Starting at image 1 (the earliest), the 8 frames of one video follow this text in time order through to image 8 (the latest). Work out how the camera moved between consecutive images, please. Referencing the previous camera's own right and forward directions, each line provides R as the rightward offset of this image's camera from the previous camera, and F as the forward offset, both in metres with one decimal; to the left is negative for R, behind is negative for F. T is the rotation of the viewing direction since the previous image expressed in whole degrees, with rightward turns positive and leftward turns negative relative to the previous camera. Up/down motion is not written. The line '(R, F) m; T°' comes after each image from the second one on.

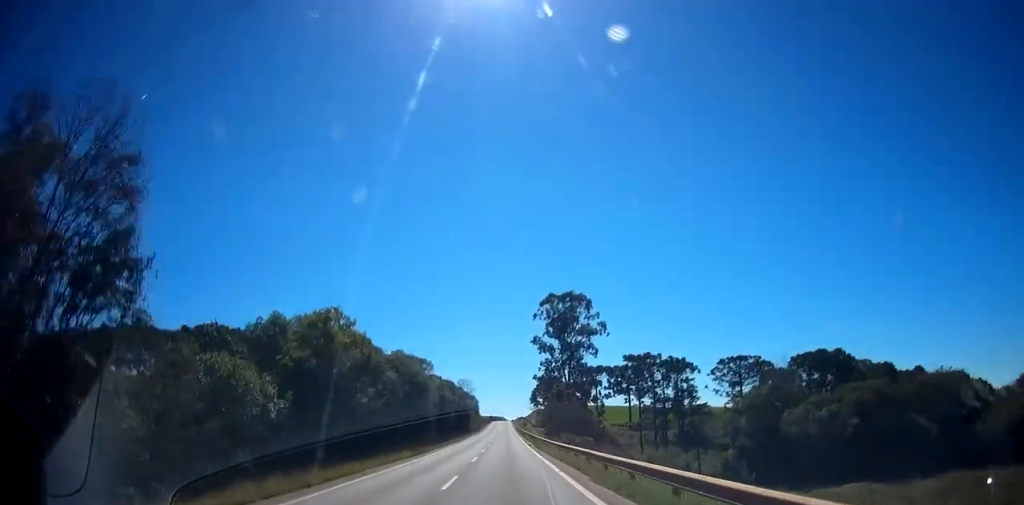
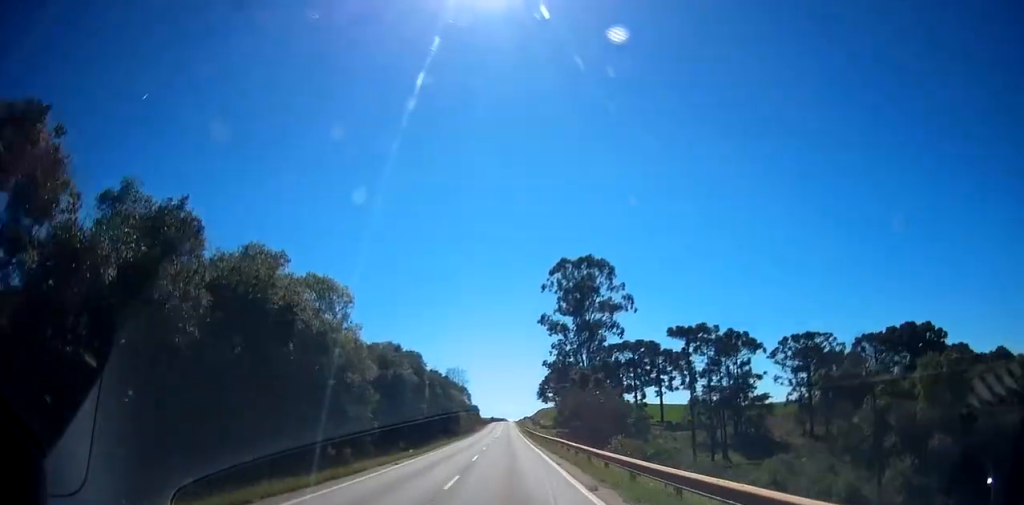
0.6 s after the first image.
(0.0, +35.8) m; 0°
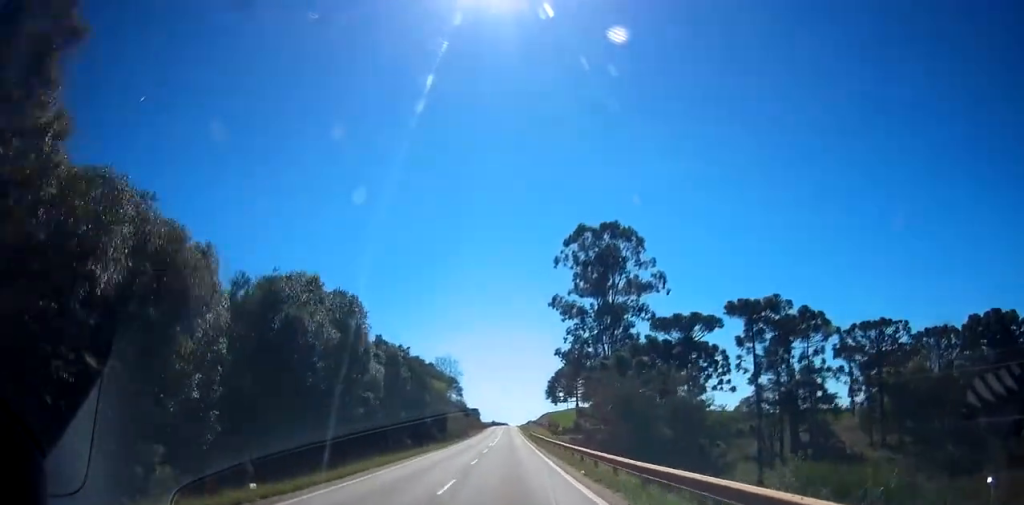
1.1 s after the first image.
(0.0, +25.2) m; 0°
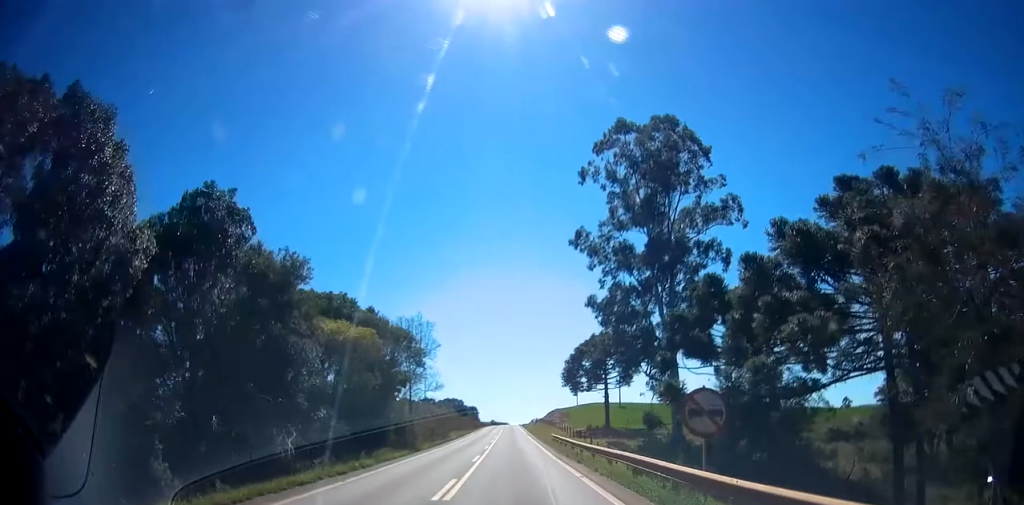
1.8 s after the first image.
(0.0, +37.5) m; 0°
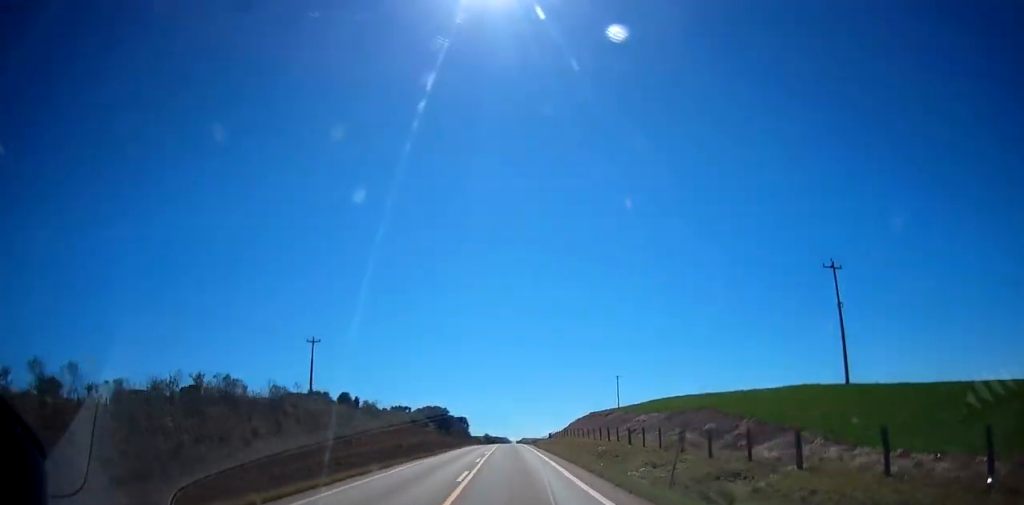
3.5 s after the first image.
(+0.8, +100.4) m; 0°
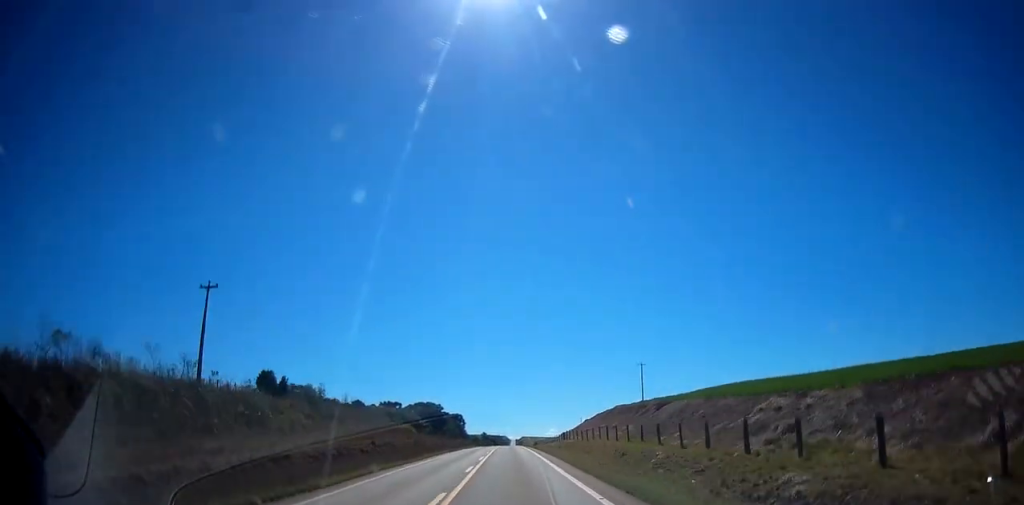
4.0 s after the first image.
(-0.3, +29.1) m; 0°
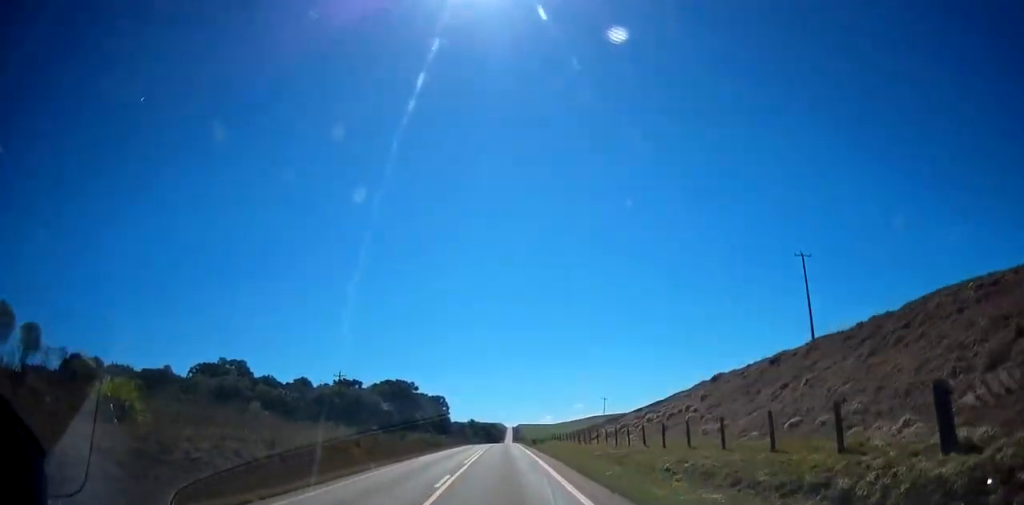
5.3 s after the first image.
(+0.2, +77.3) m; +1°
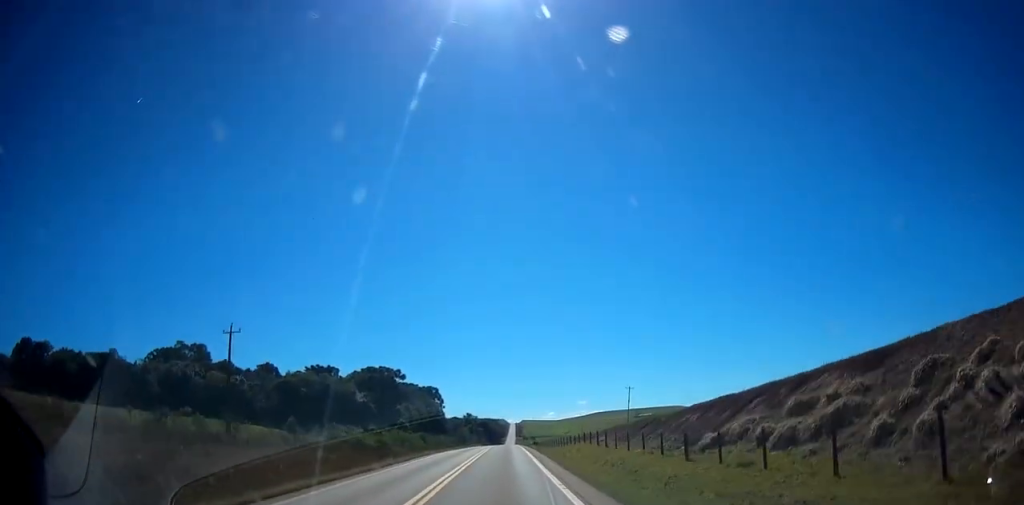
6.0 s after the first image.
(+0.1, +36.5) m; 0°
